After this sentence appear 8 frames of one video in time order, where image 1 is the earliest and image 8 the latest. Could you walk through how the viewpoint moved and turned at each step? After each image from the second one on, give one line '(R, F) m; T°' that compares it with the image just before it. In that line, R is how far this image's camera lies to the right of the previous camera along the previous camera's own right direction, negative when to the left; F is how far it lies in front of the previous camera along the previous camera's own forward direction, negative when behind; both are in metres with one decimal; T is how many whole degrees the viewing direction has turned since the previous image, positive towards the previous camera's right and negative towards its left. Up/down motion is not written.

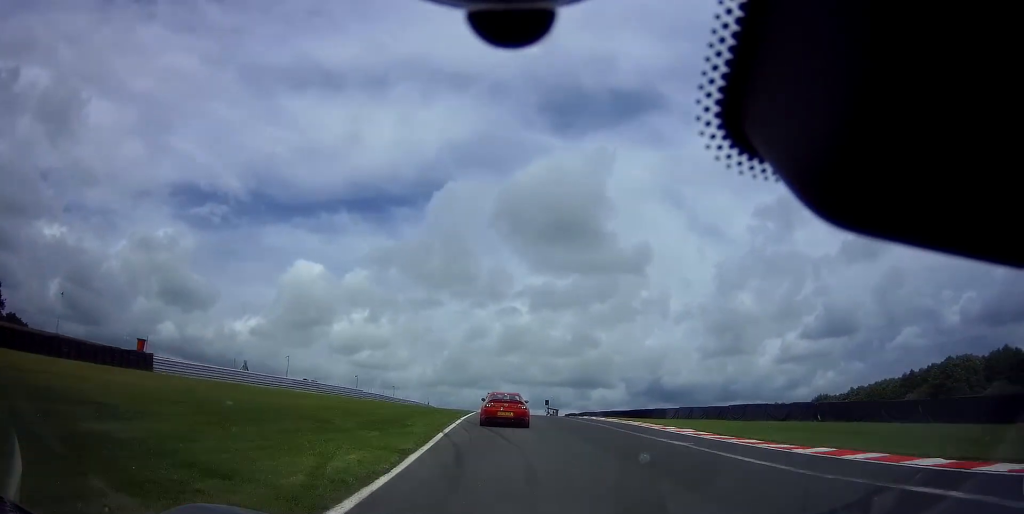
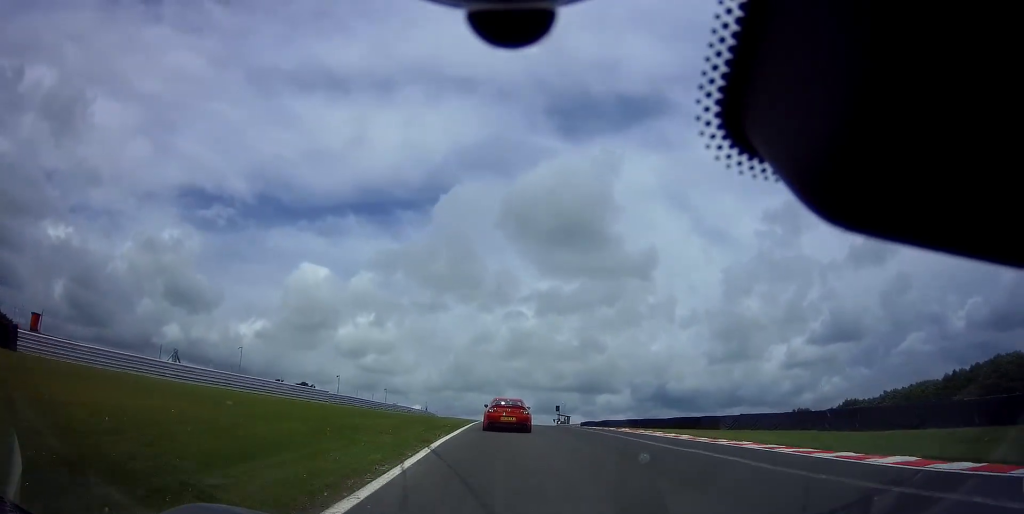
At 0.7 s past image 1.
(+0.1, +12.2) m; 0°
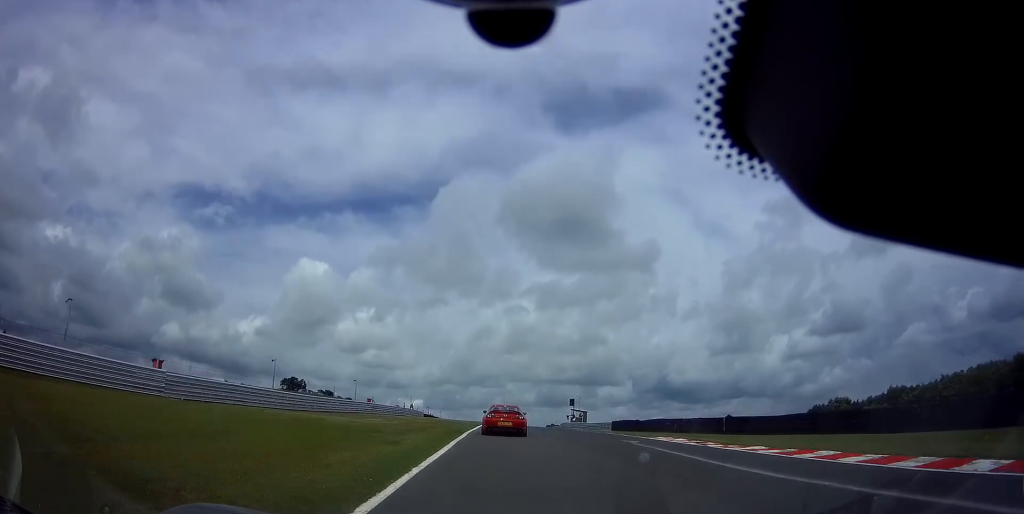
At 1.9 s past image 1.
(-0.4, +20.8) m; -1°
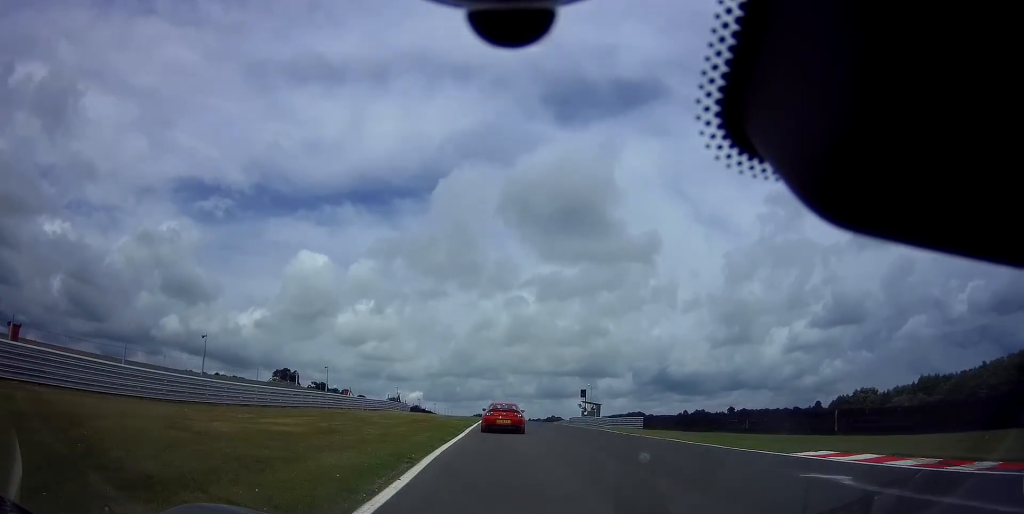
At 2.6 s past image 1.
(-0.1, +12.4) m; 0°
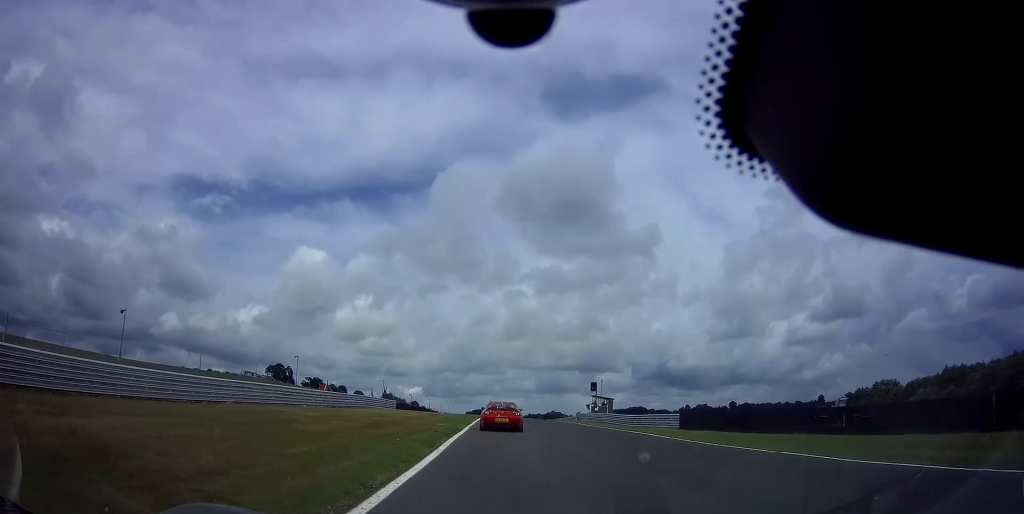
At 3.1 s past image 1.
(+0.2, +9.3) m; 0°
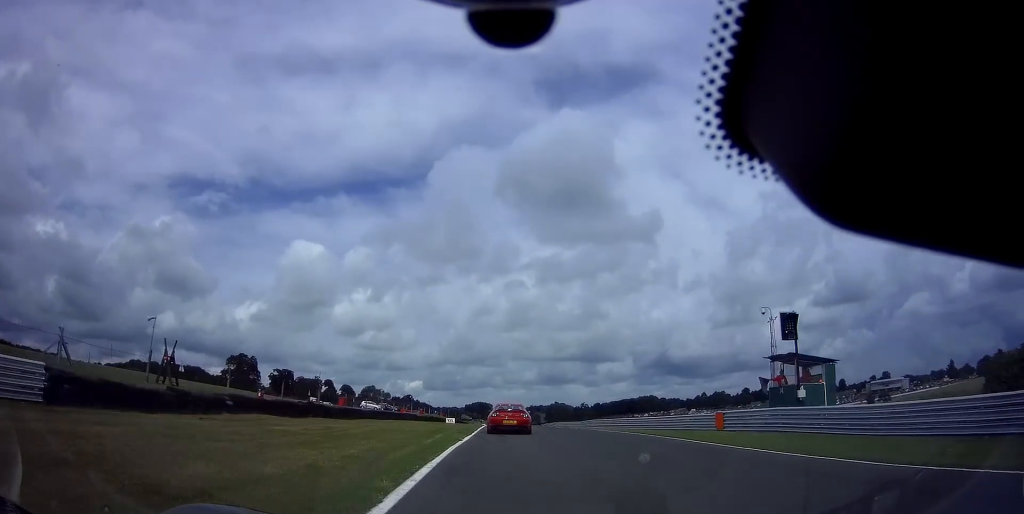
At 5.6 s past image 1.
(0.0, +49.0) m; 0°
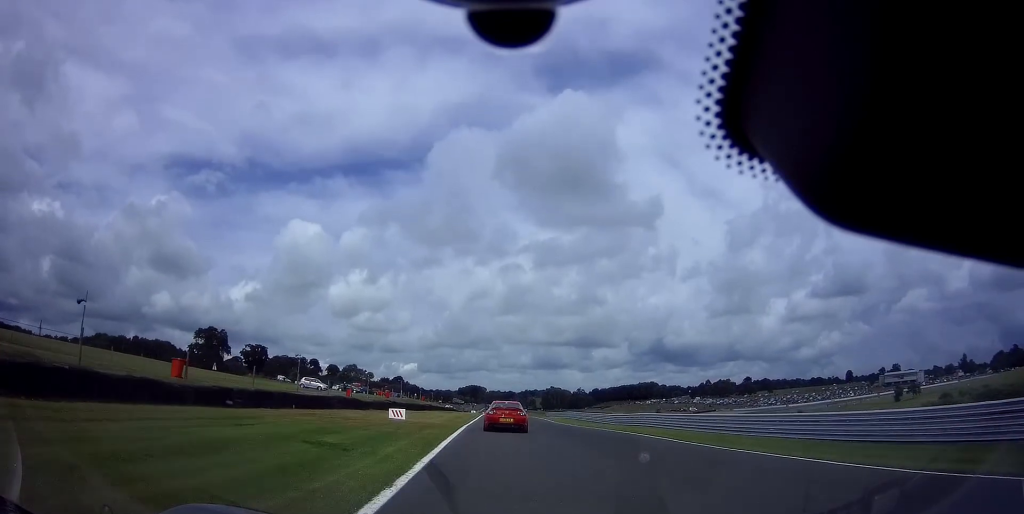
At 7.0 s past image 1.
(-0.1, +28.0) m; 0°
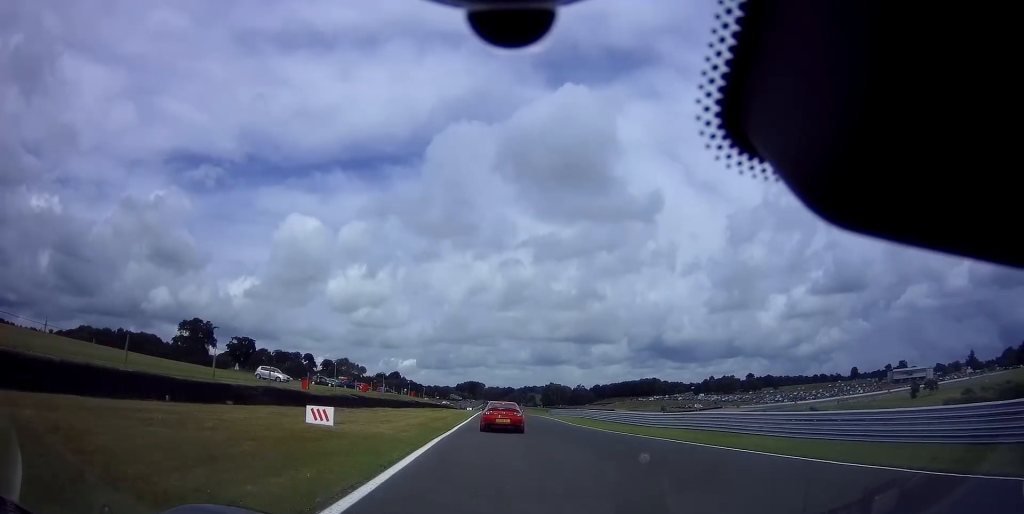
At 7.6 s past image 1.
(+0.1, +12.8) m; 0°
